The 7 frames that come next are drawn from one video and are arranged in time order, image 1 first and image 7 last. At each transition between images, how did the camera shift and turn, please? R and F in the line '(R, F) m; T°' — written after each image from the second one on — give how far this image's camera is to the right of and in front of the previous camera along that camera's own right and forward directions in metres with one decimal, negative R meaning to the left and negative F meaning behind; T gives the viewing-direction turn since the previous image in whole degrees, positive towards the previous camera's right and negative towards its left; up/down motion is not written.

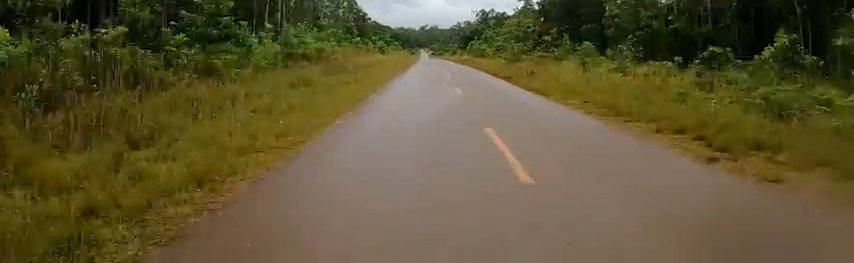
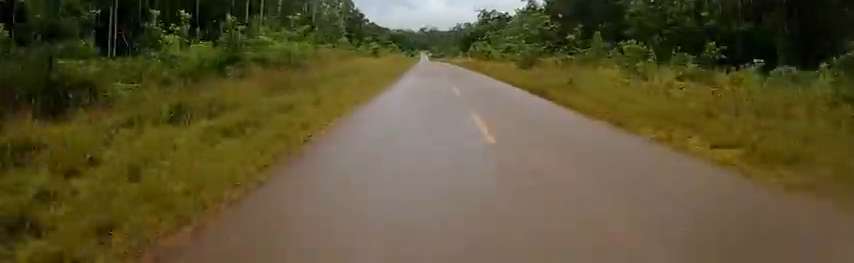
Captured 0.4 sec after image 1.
(+0.5, +6.2) m; 0°
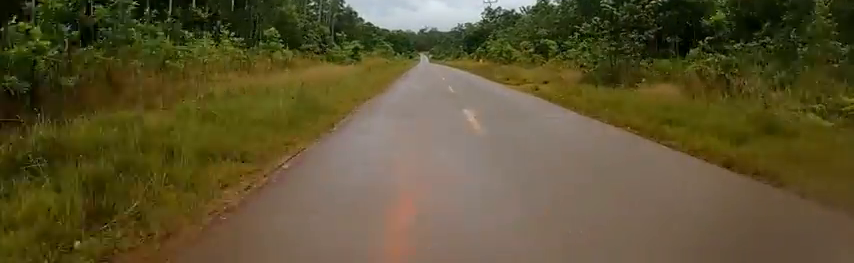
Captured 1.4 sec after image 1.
(+0.1, +14.3) m; -2°
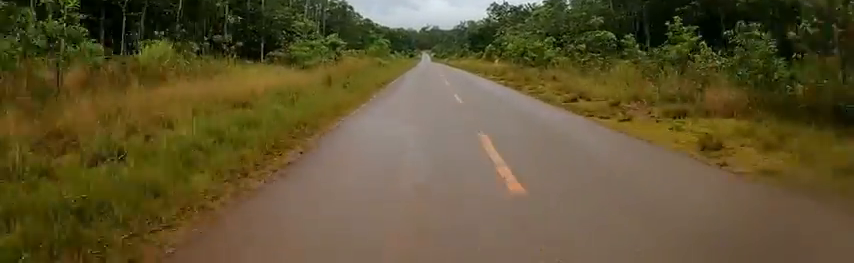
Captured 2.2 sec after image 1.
(-0.5, +10.5) m; -3°
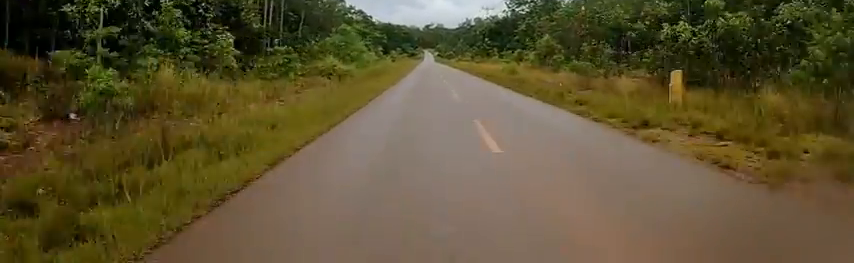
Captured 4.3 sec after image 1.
(+0.9, +31.1) m; +3°
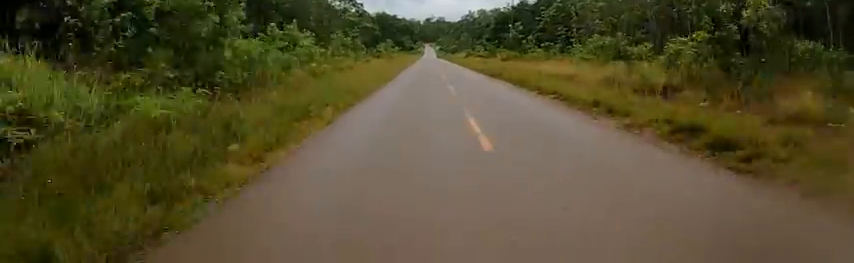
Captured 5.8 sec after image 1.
(0.0, +24.0) m; 0°
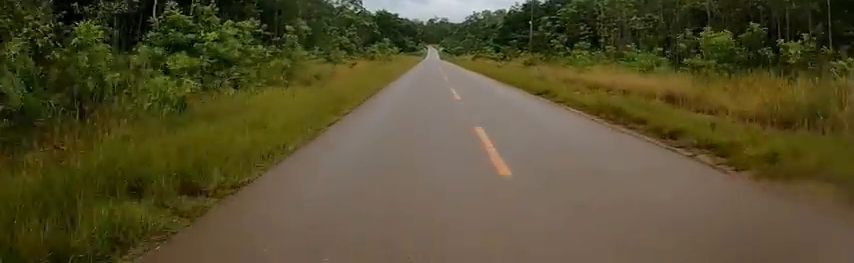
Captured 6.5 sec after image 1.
(0.0, +9.7) m; 0°
